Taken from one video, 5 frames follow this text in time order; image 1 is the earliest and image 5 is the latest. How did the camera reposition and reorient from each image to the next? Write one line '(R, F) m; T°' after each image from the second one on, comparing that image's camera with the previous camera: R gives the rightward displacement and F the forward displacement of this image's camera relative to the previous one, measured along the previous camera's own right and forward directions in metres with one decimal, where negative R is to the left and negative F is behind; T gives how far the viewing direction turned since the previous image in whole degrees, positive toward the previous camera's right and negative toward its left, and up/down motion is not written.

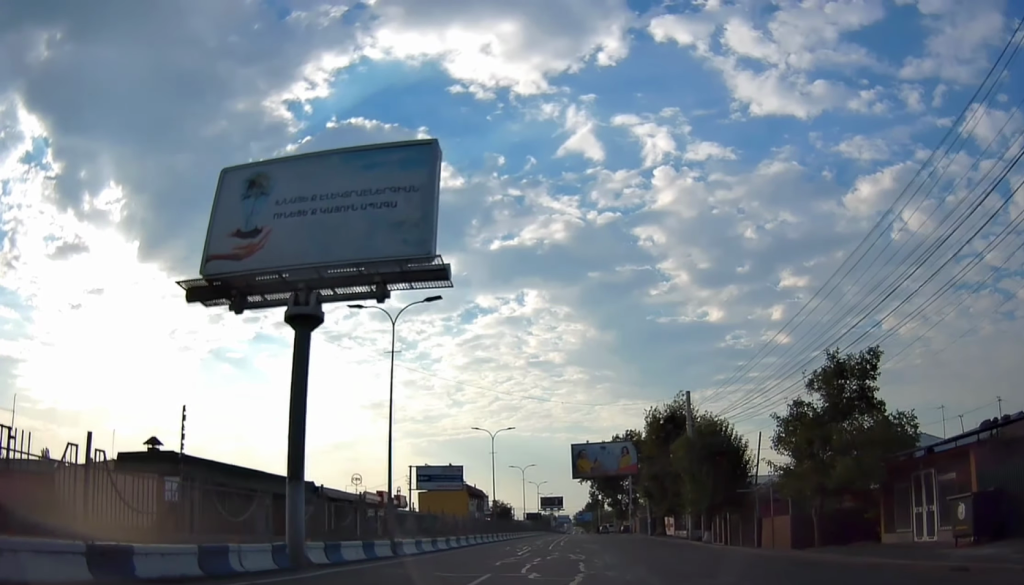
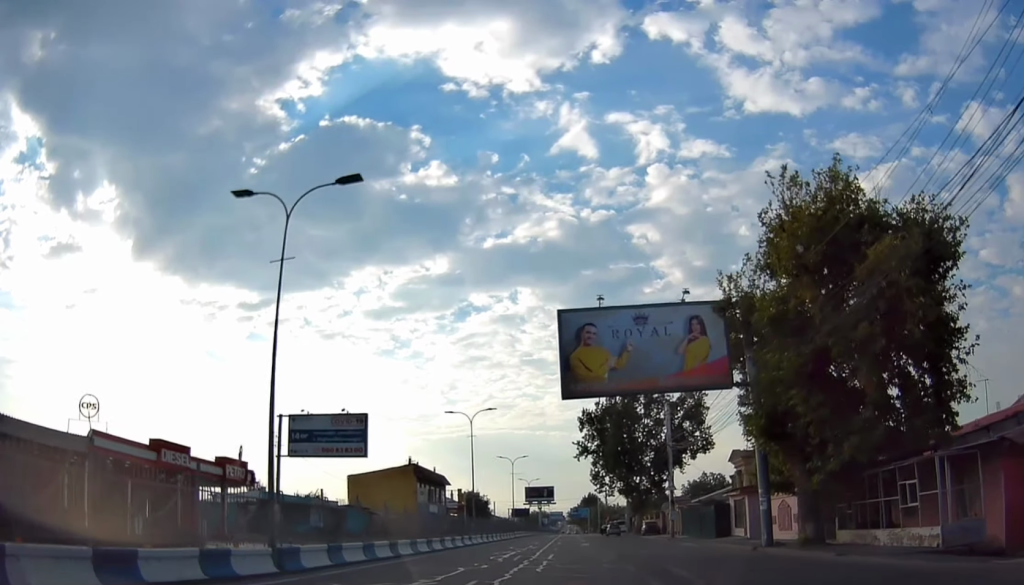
(0.0, +41.2) m; +1°
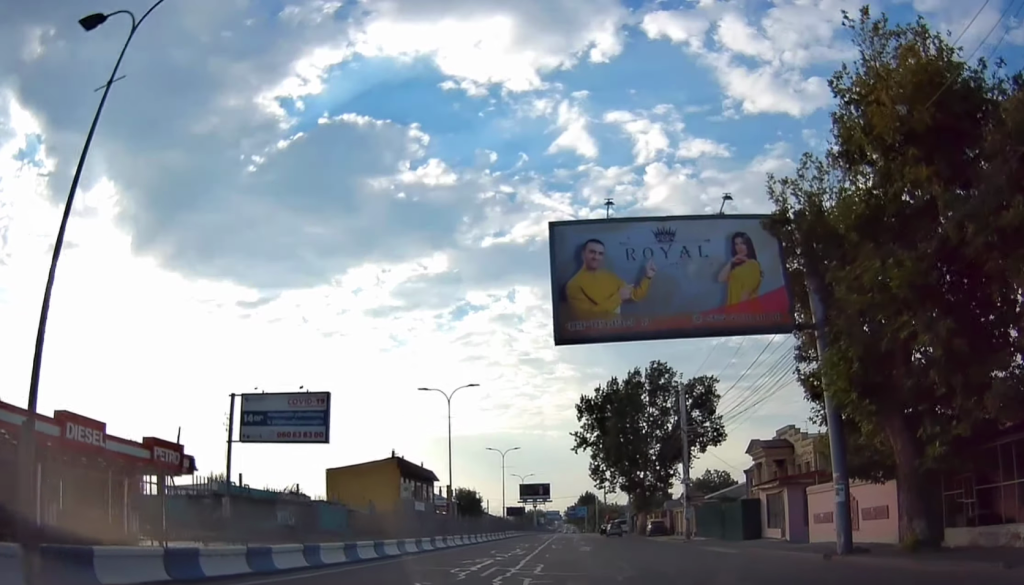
(0.0, +7.8) m; 0°
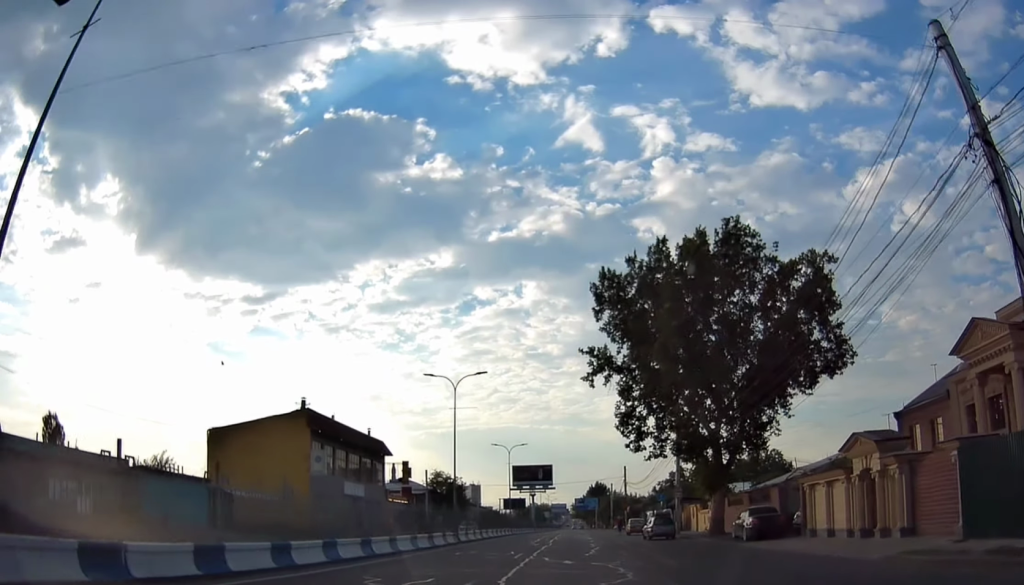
(0.0, +33.2) m; -1°
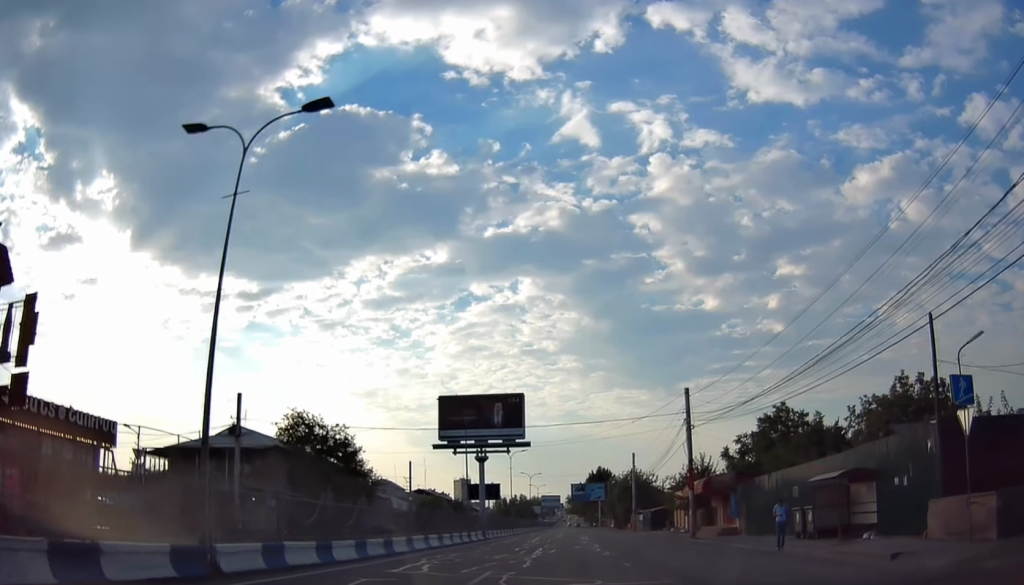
(+0.8, +57.2) m; +1°
